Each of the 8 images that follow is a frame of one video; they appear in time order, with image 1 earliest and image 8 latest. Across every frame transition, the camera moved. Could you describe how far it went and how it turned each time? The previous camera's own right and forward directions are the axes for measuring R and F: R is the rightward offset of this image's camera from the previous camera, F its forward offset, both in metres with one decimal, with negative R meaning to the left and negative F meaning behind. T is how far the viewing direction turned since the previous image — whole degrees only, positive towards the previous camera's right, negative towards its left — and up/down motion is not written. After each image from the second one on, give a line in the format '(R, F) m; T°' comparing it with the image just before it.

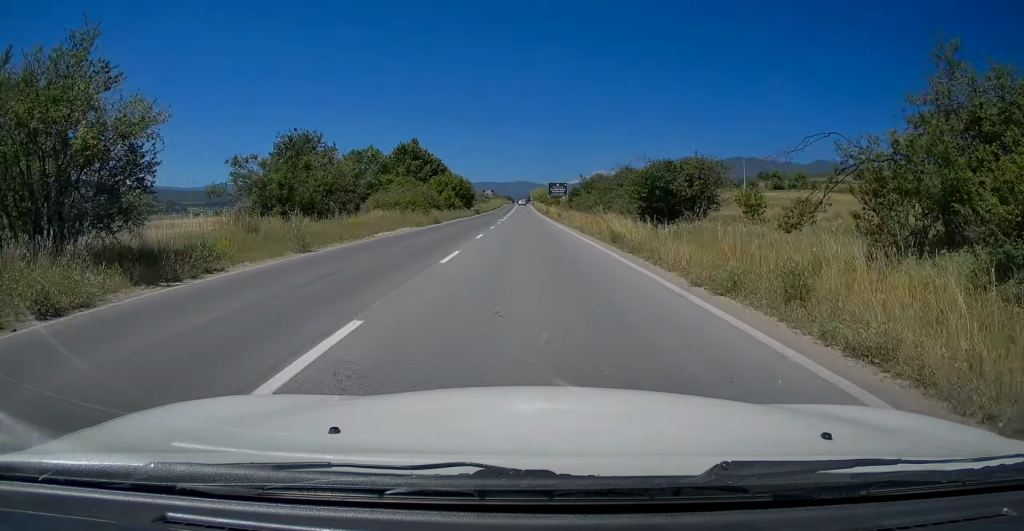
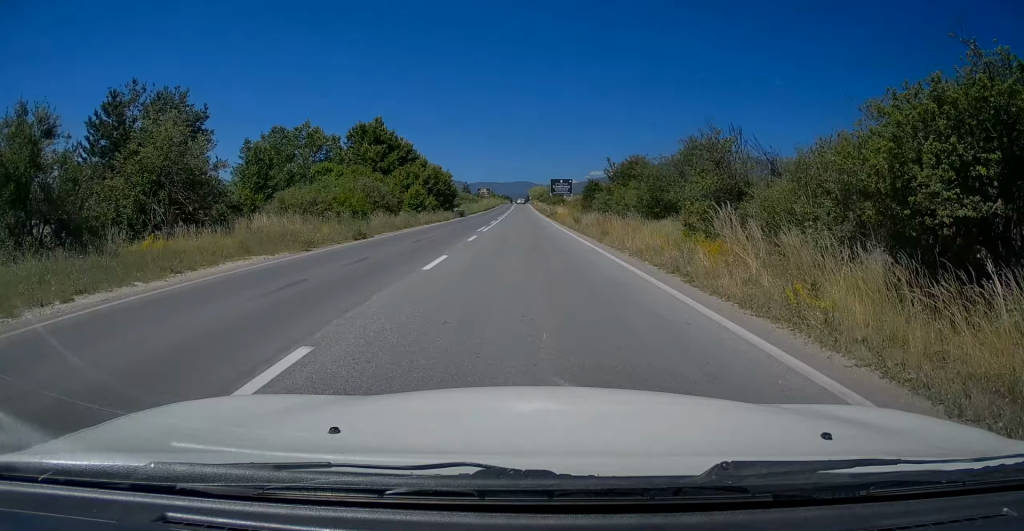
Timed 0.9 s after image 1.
(0.0, +19.0) m; -1°
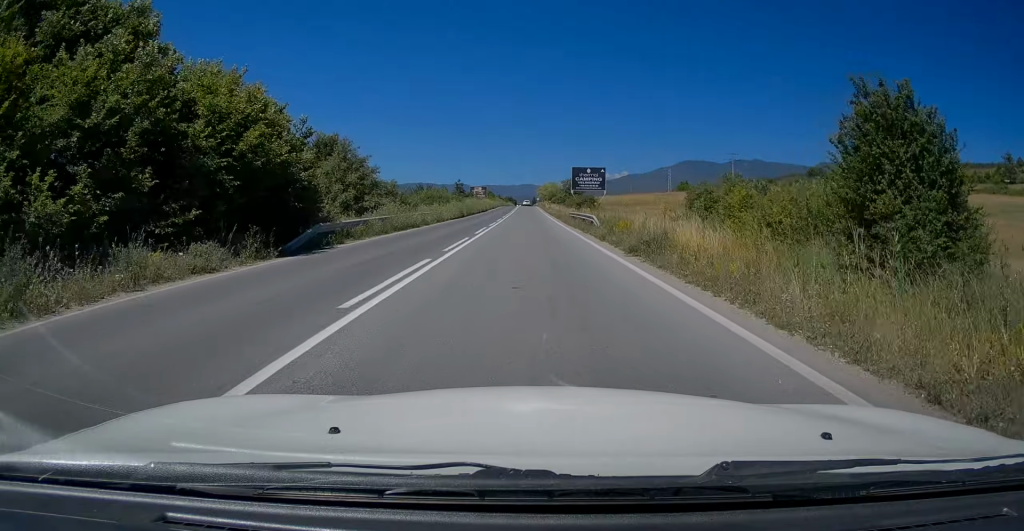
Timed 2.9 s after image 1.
(-0.5, +44.1) m; -1°
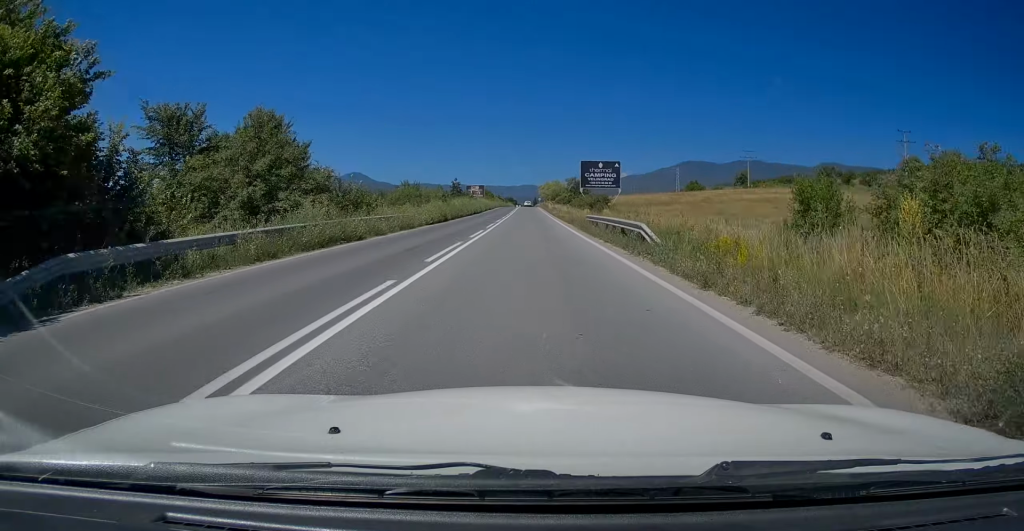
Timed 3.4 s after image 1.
(0.0, +11.8) m; 0°
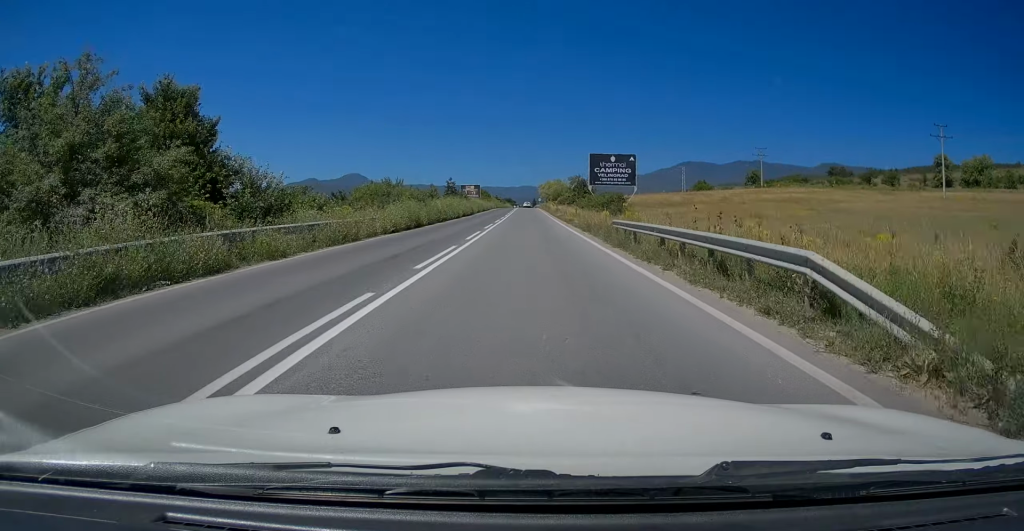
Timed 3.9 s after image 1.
(0.0, +10.3) m; +1°
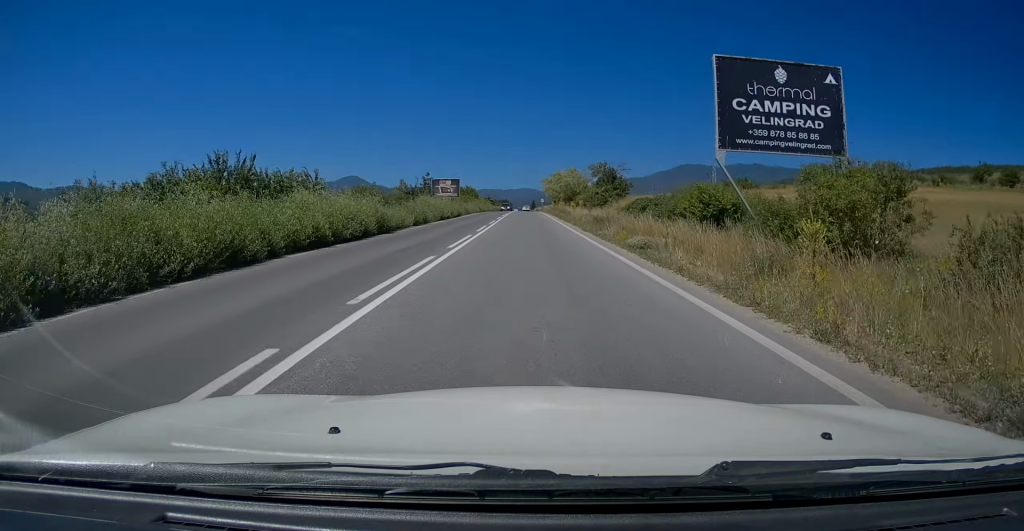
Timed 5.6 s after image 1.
(+0.6, +39.0) m; 0°
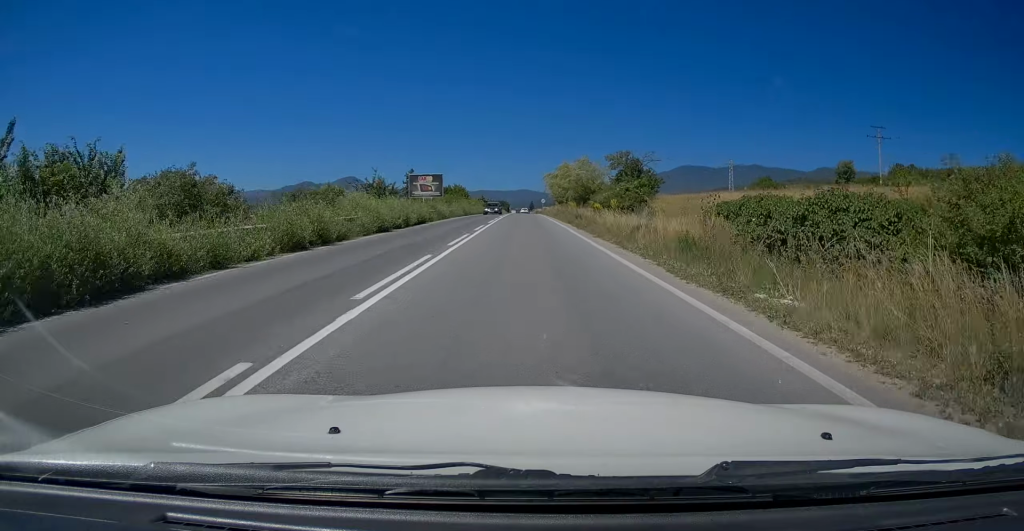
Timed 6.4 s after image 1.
(-0.3, +17.6) m; -1°
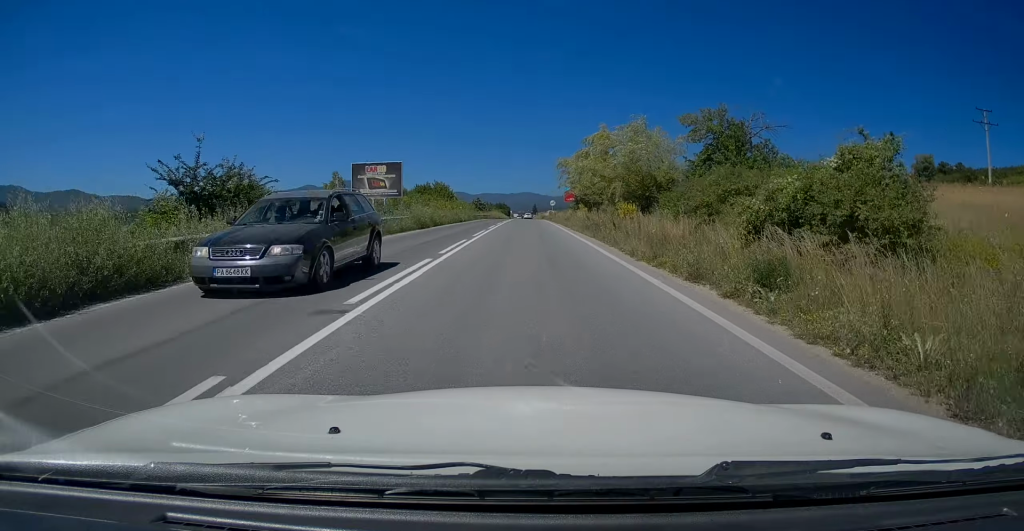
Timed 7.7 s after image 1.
(+0.3, +27.3) m; +1°
